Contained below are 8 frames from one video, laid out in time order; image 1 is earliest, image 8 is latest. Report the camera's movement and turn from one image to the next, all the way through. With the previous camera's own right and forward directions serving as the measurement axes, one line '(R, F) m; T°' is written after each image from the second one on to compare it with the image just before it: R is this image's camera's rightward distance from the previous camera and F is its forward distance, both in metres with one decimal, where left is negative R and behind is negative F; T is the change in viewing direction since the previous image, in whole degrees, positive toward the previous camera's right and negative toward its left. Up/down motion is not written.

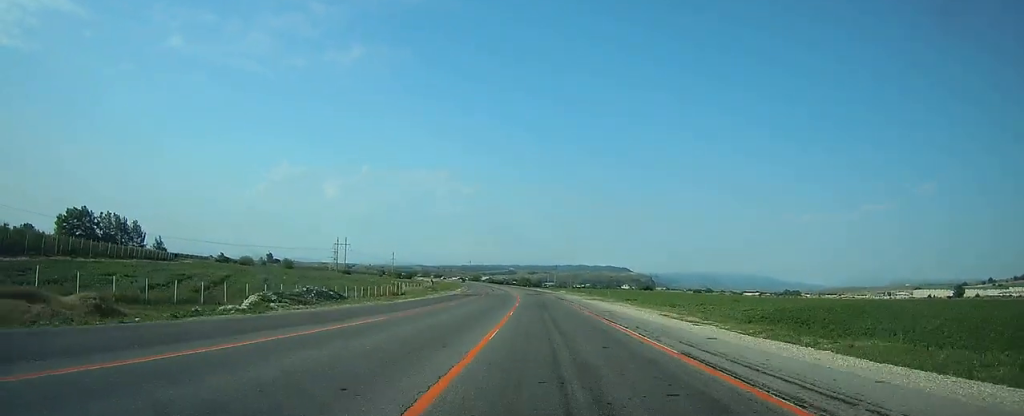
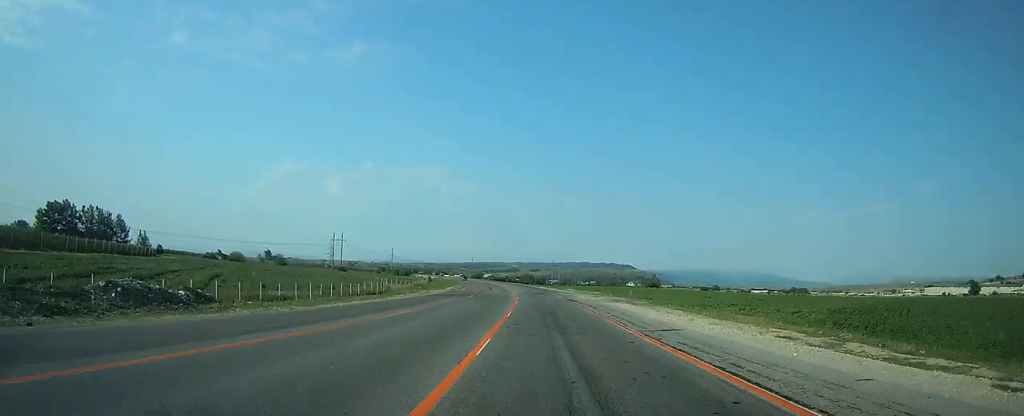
(0.0, +15.3) m; 0°
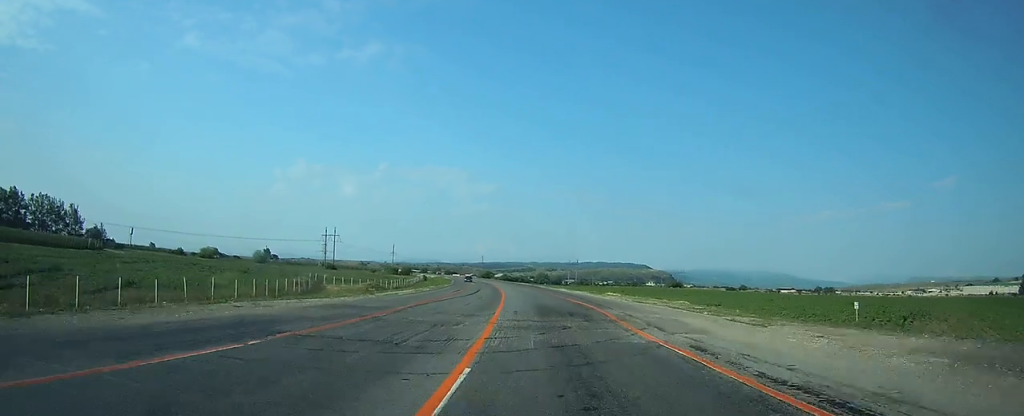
(-0.4, +40.9) m; -1°
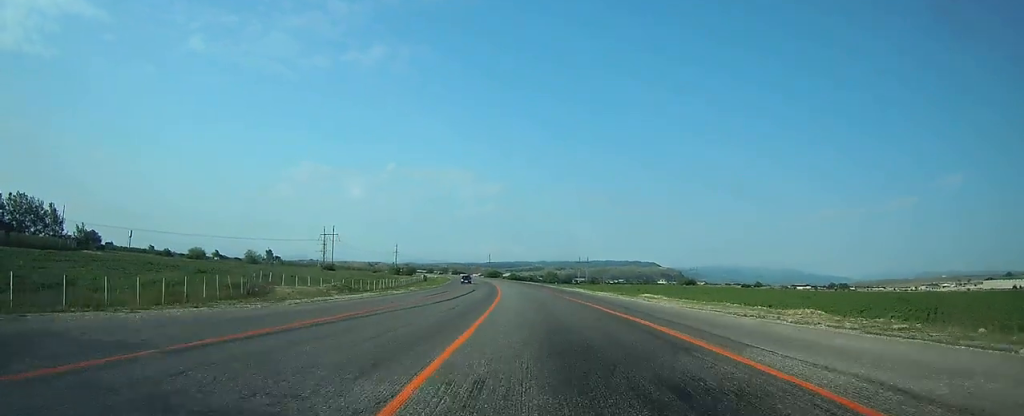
(0.0, +16.8) m; -1°
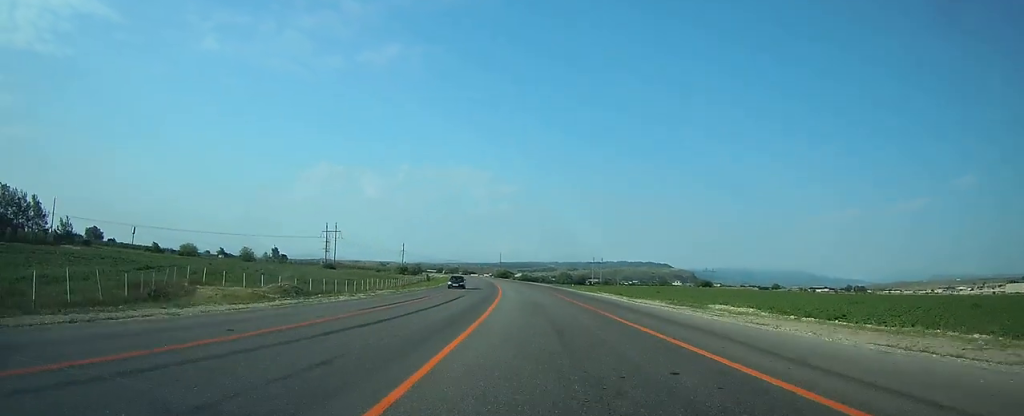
(-0.1, +16.0) m; -1°
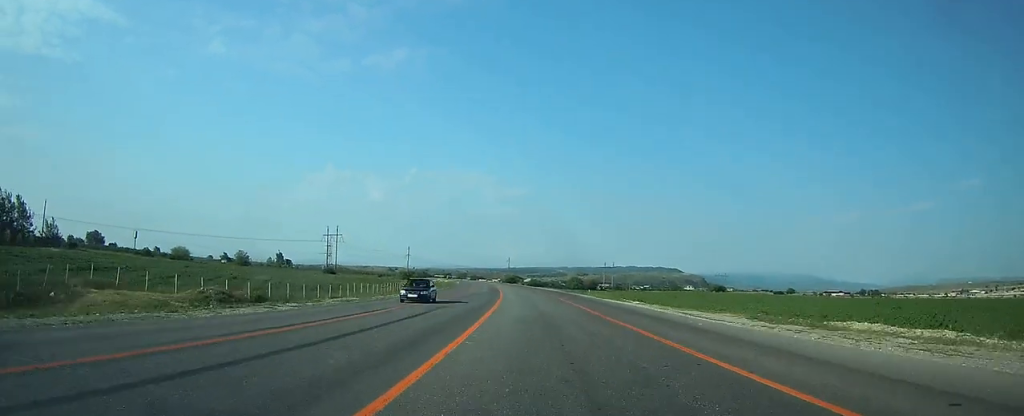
(-0.1, +12.8) m; -1°
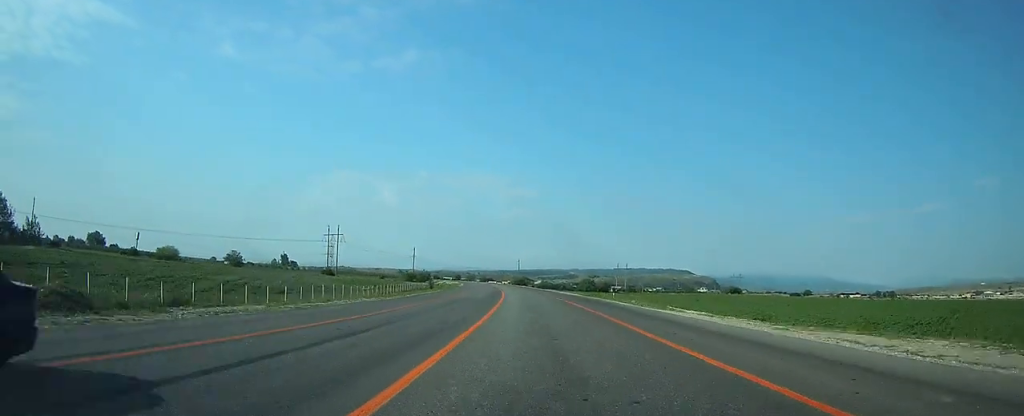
(-0.2, +14.3) m; -1°
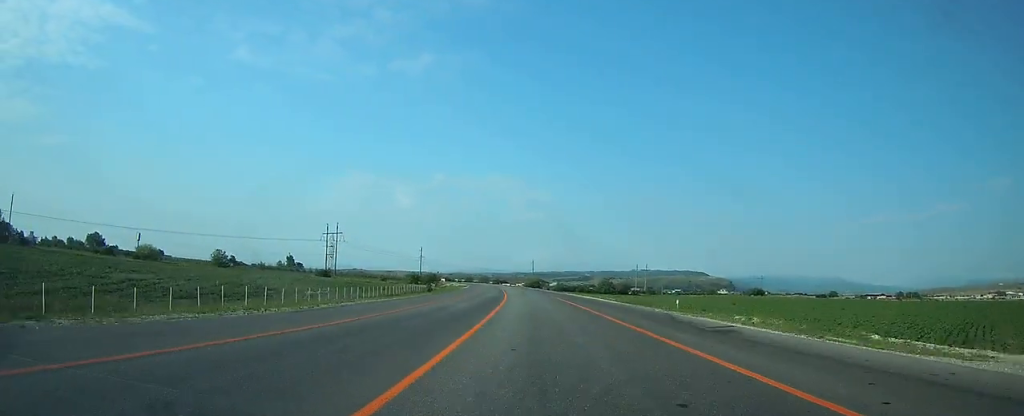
(-0.3, +22.3) m; -2°
